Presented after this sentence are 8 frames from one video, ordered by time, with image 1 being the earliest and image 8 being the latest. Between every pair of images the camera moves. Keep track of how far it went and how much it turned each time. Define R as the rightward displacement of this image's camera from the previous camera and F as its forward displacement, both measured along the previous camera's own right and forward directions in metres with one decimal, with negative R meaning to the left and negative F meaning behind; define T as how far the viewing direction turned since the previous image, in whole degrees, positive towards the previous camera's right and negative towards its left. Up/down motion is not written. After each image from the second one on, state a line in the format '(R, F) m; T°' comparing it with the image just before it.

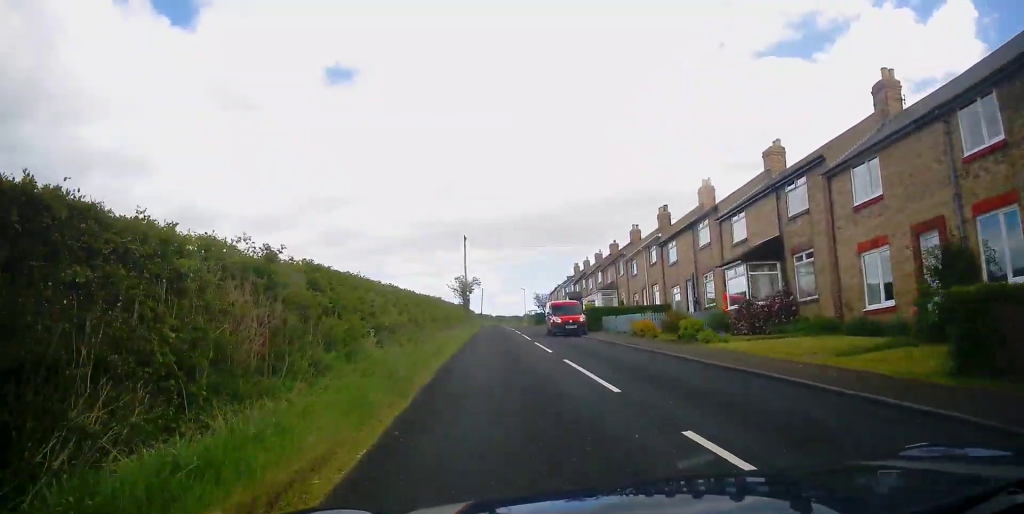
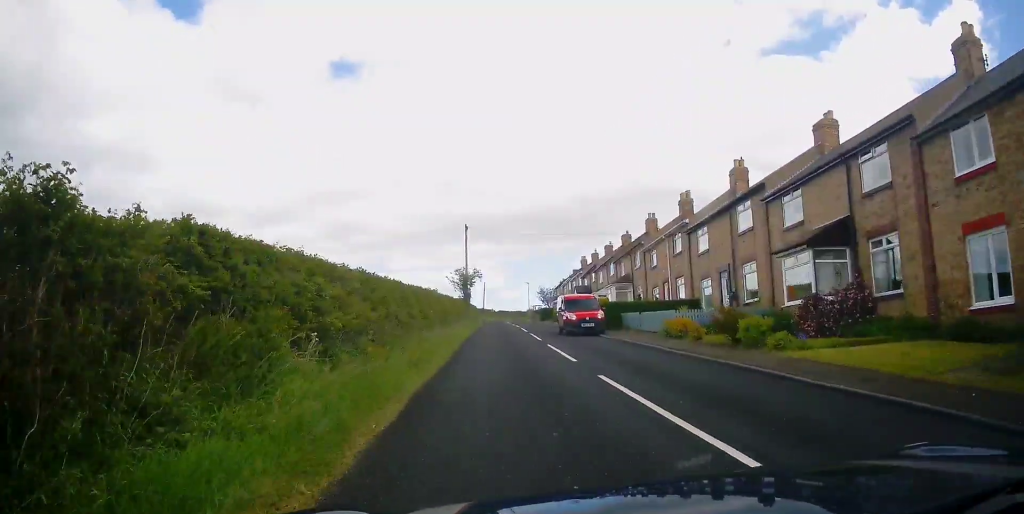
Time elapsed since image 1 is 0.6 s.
(0.0, +3.9) m; -1°
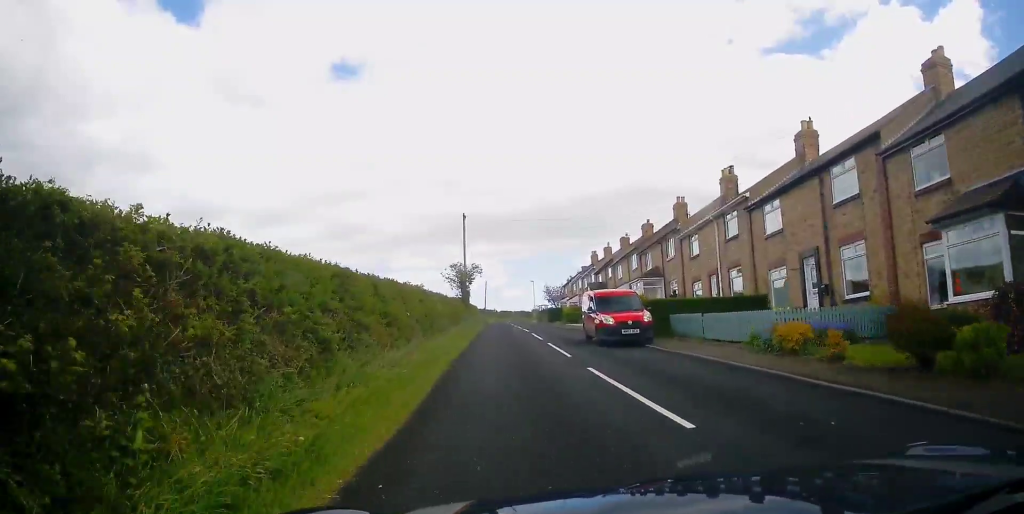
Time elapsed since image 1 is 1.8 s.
(-0.1, +7.9) m; -1°
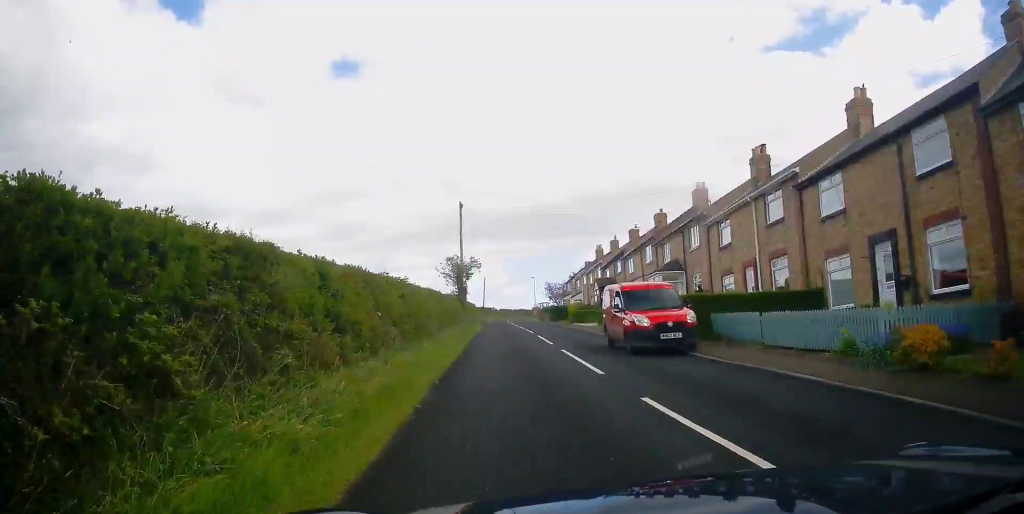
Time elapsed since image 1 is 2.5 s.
(+0.1, +4.3) m; -1°
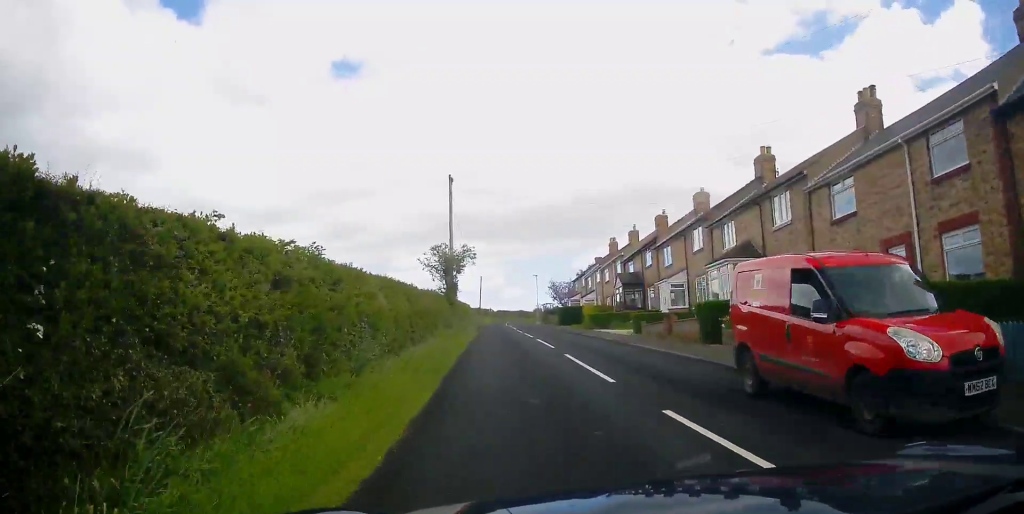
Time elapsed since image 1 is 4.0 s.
(-0.3, +9.4) m; 0°
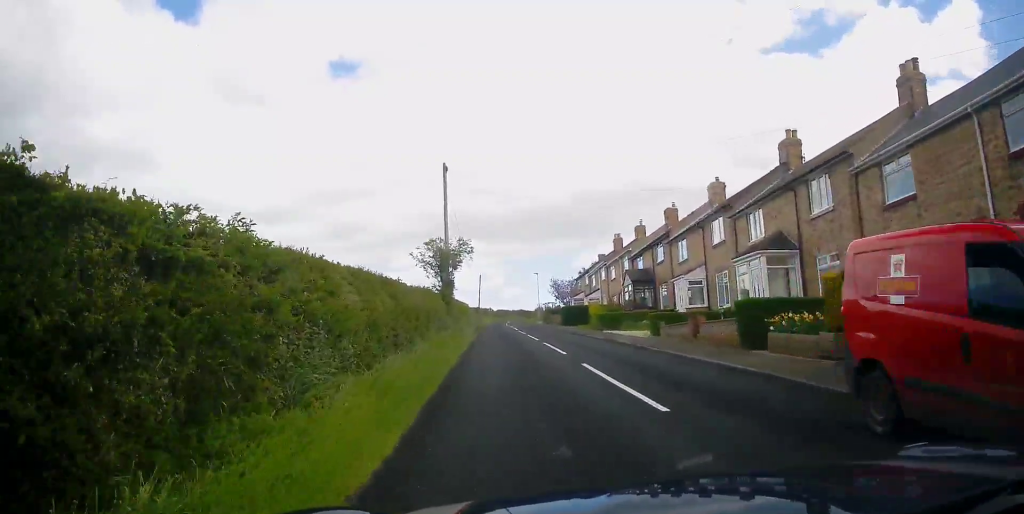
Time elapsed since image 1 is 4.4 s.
(+0.1, +2.7) m; +1°
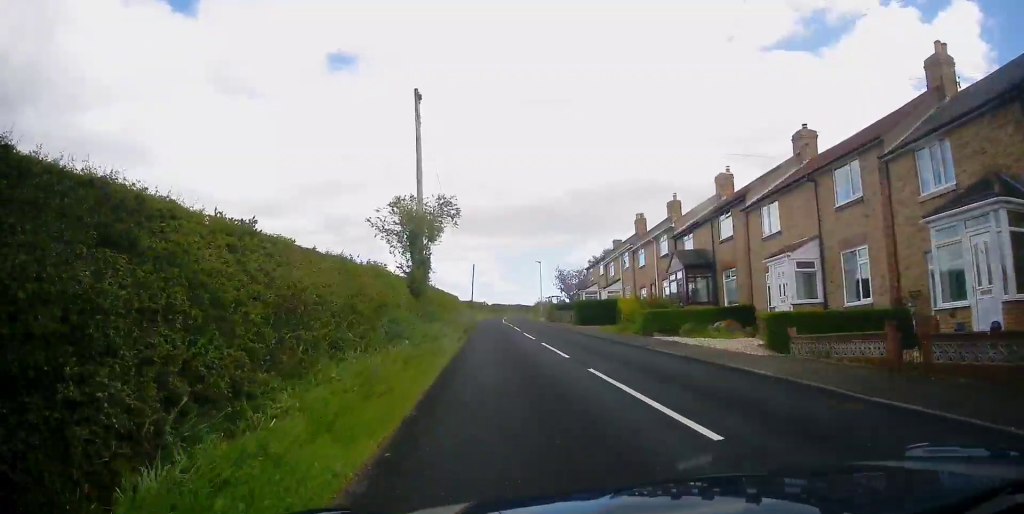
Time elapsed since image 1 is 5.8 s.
(+0.1, +10.1) m; +1°
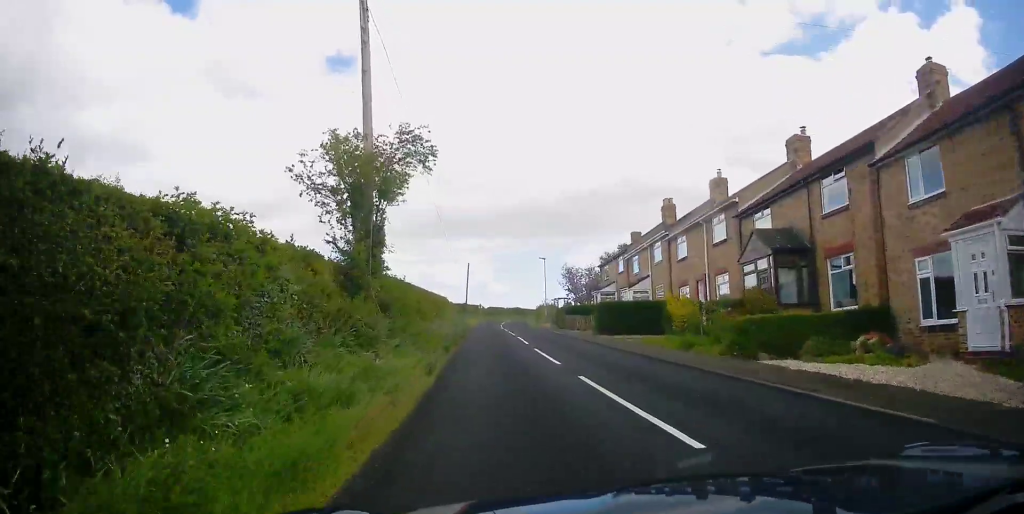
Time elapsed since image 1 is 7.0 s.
(+0.2, +9.3) m; 0°
